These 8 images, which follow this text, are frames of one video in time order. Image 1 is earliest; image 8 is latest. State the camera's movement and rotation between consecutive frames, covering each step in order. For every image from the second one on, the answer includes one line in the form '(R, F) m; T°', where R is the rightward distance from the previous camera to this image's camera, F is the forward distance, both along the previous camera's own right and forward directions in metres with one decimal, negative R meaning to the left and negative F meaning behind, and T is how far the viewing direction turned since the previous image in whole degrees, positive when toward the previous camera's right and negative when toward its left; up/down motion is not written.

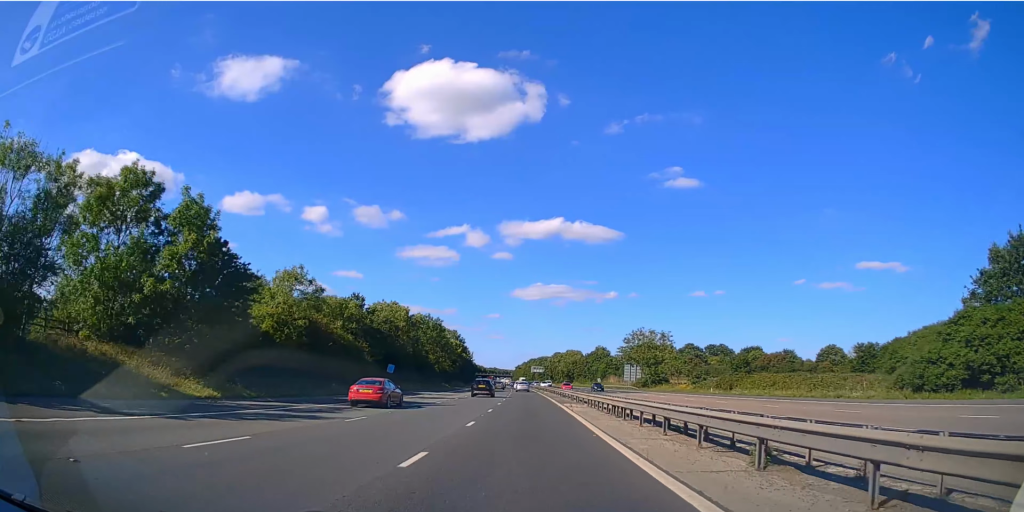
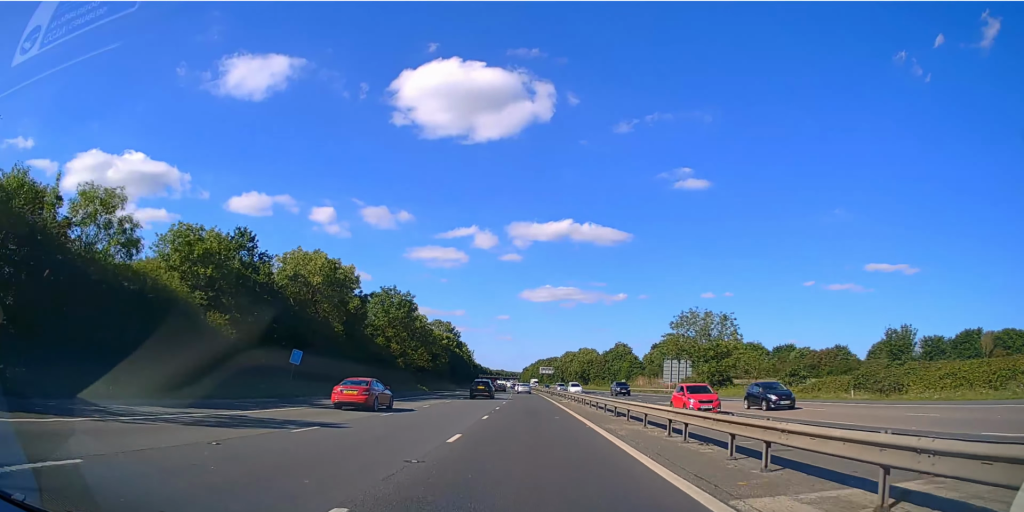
(-0.3, +30.5) m; -1°
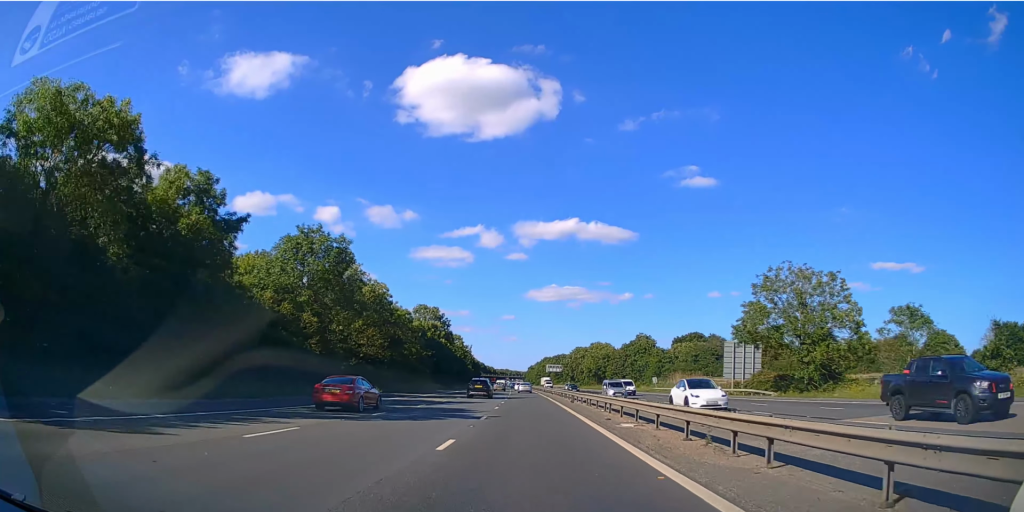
(-0.2, +28.9) m; -1°
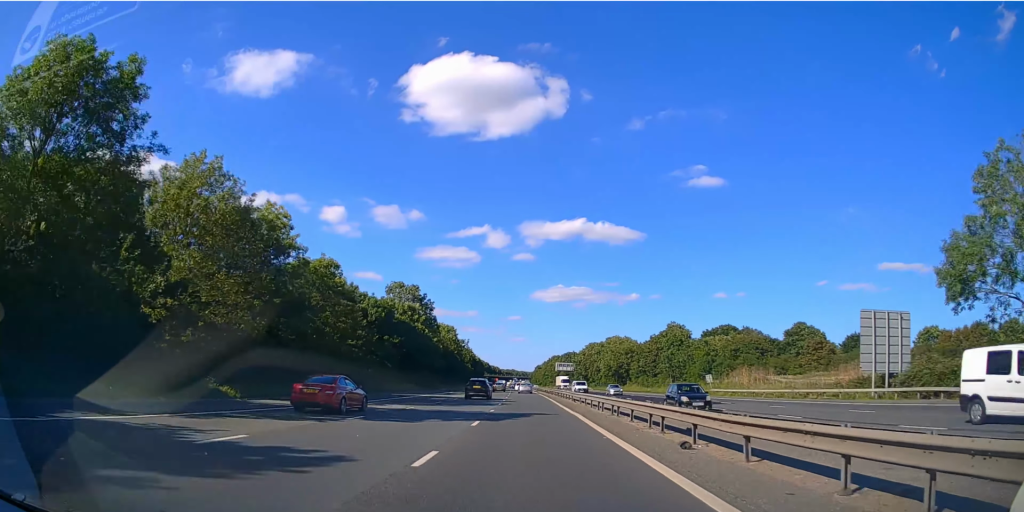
(-0.1, +30.0) m; -1°
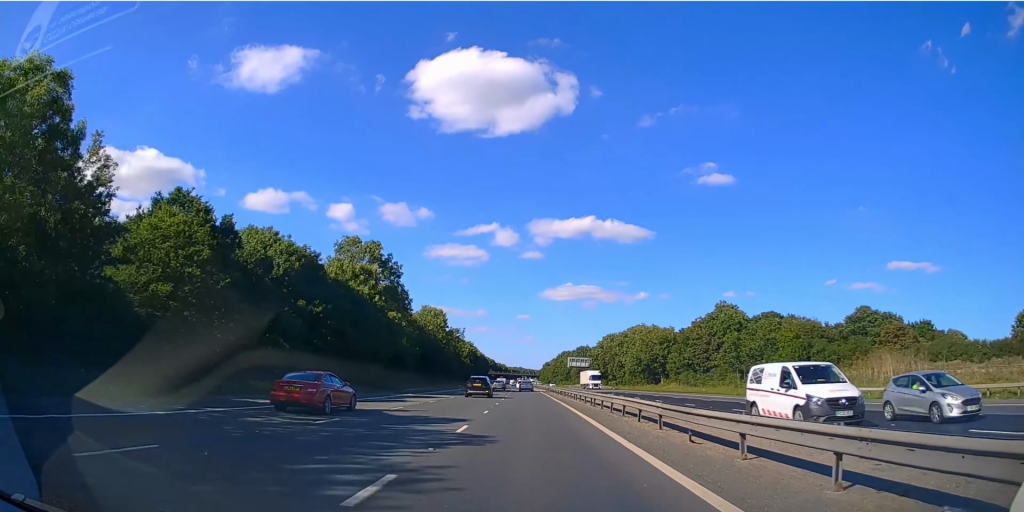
(-0.3, +29.7) m; -1°
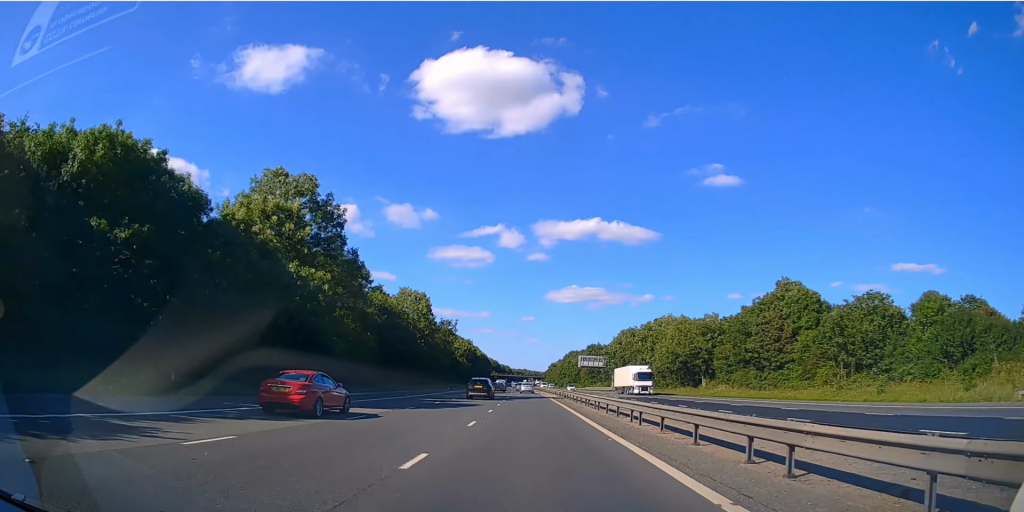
(0.0, +24.6) m; 0°
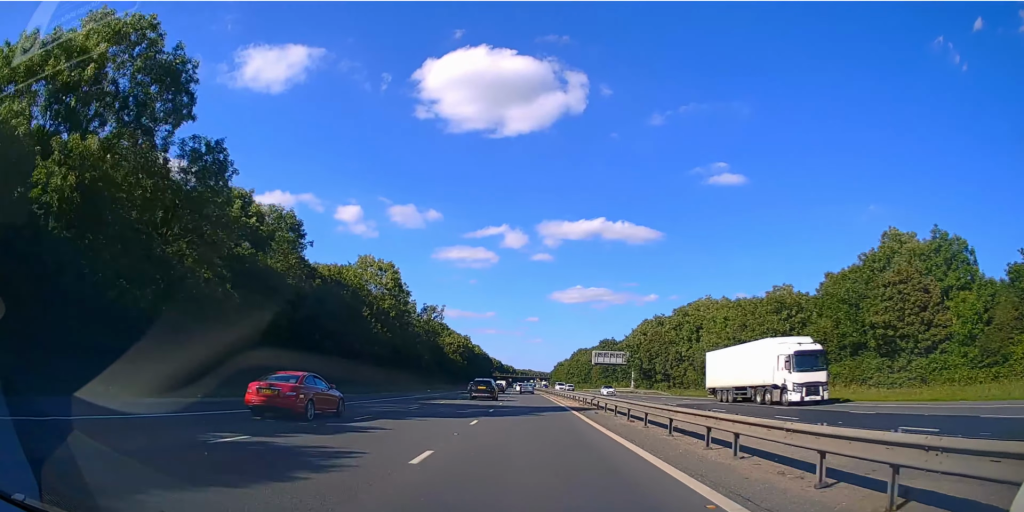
(-0.2, +25.3) m; -1°
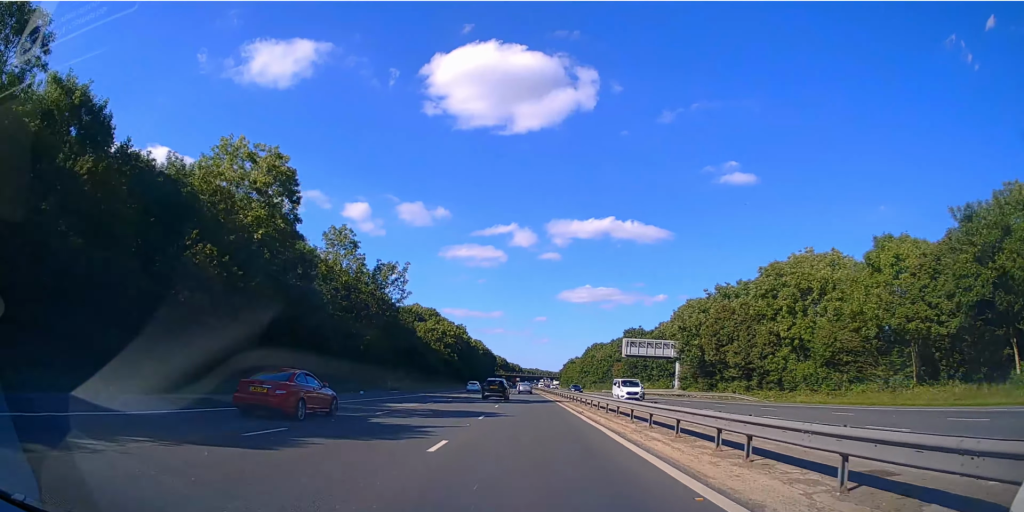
(-0.2, +36.1) m; -1°
